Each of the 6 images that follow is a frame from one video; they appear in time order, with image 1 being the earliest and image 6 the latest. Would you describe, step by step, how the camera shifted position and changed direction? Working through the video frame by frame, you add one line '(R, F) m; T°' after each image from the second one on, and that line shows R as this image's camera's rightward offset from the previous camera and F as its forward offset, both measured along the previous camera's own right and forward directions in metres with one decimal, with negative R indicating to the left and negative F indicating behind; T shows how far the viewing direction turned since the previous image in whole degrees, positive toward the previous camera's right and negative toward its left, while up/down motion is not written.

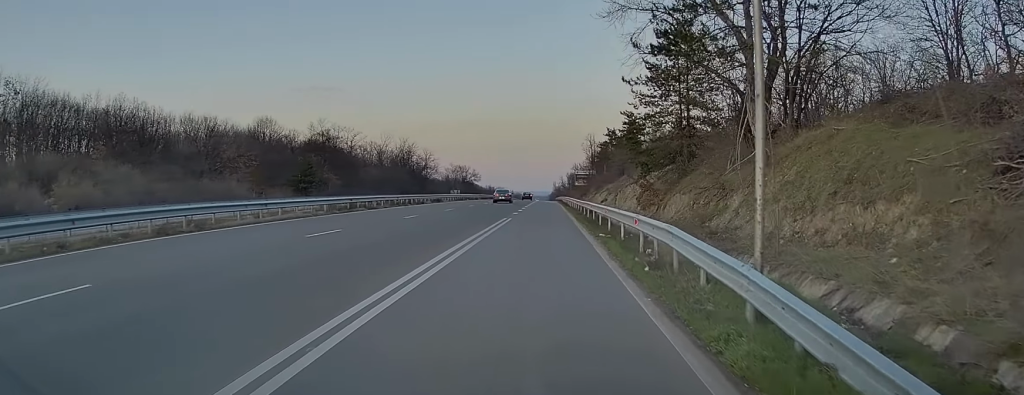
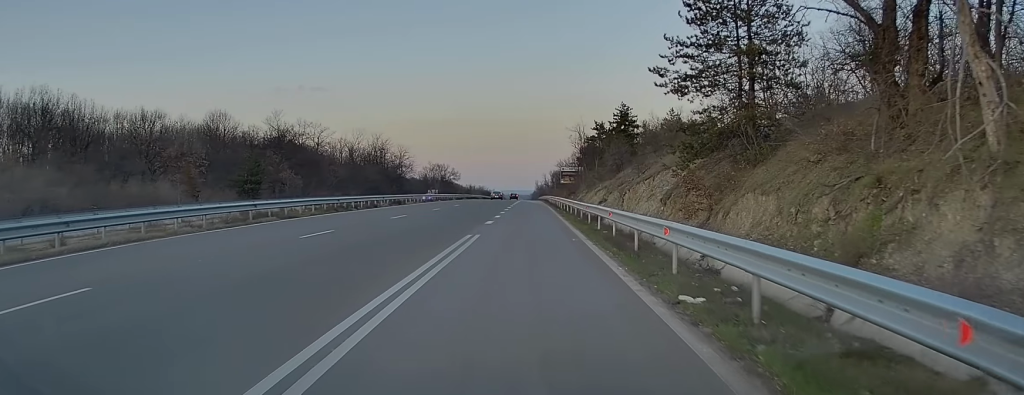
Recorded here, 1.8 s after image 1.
(+0.3, +11.8) m; +2°
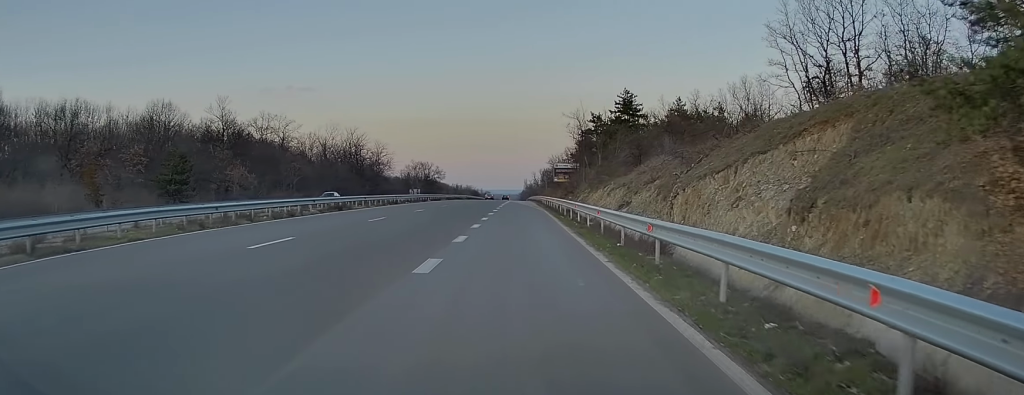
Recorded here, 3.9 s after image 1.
(-0.1, +15.0) m; -1°
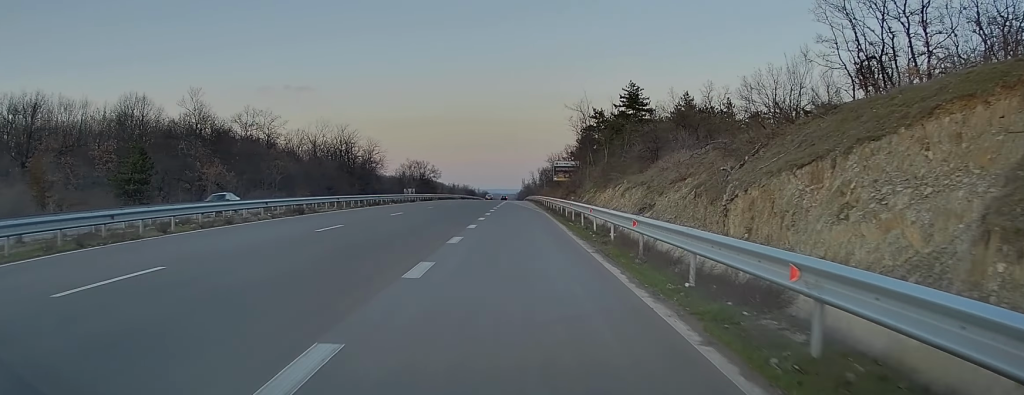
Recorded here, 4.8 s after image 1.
(0.0, +6.7) m; 0°
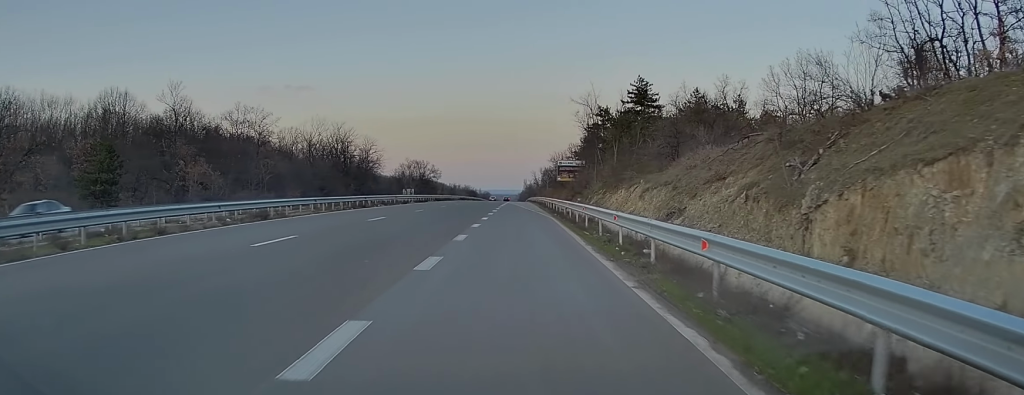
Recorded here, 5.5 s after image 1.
(0.0, +5.0) m; 0°
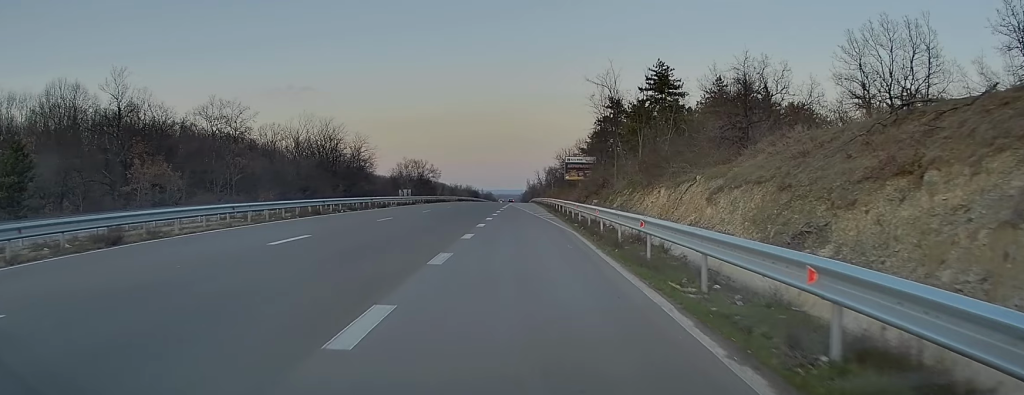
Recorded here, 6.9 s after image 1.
(0.0, +11.2) m; 0°
